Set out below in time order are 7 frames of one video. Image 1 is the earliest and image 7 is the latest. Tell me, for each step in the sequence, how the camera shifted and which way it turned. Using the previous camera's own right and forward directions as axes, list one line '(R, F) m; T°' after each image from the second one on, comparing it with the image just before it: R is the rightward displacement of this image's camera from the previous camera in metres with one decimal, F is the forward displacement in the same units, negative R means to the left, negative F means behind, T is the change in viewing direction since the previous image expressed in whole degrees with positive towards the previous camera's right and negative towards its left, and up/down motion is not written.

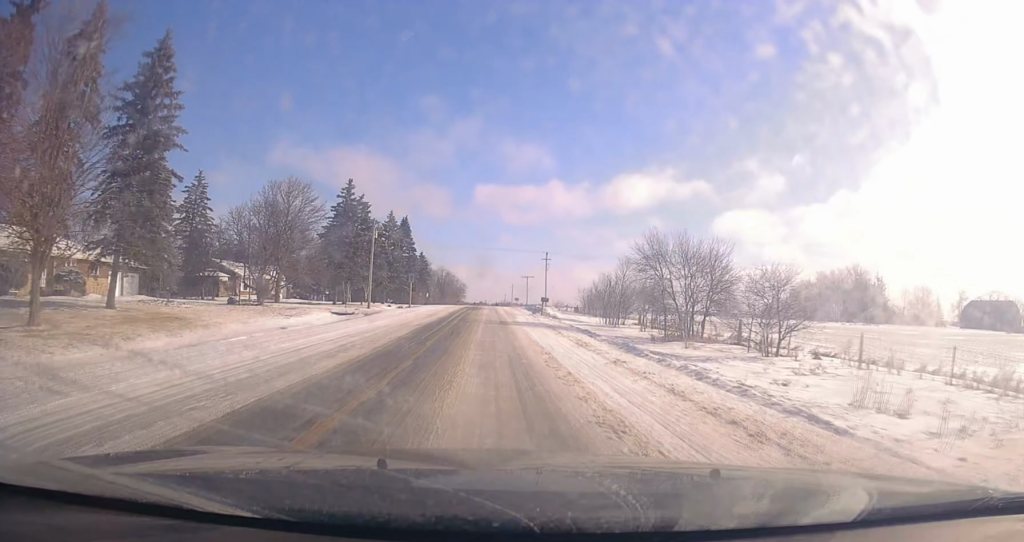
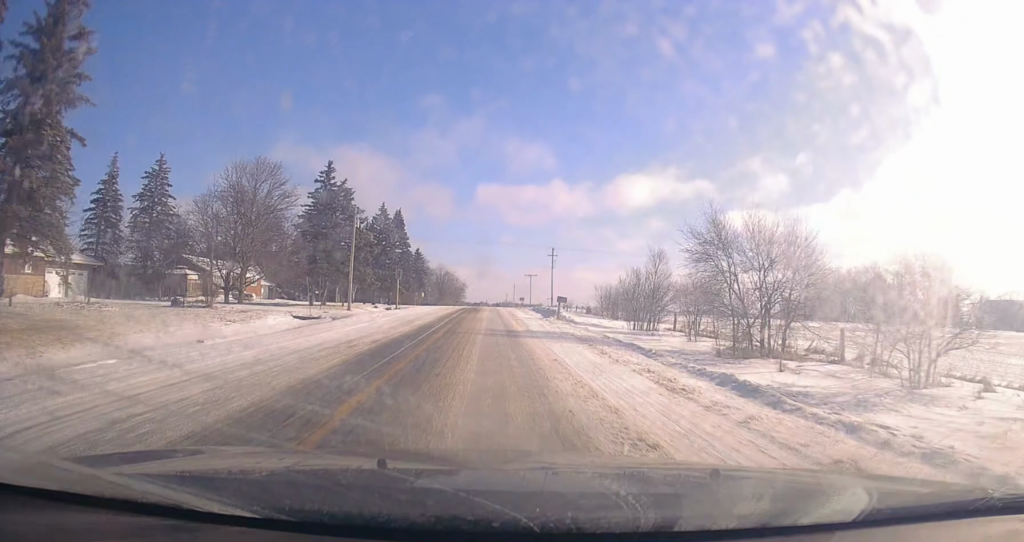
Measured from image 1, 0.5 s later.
(+0.1, +8.7) m; 0°
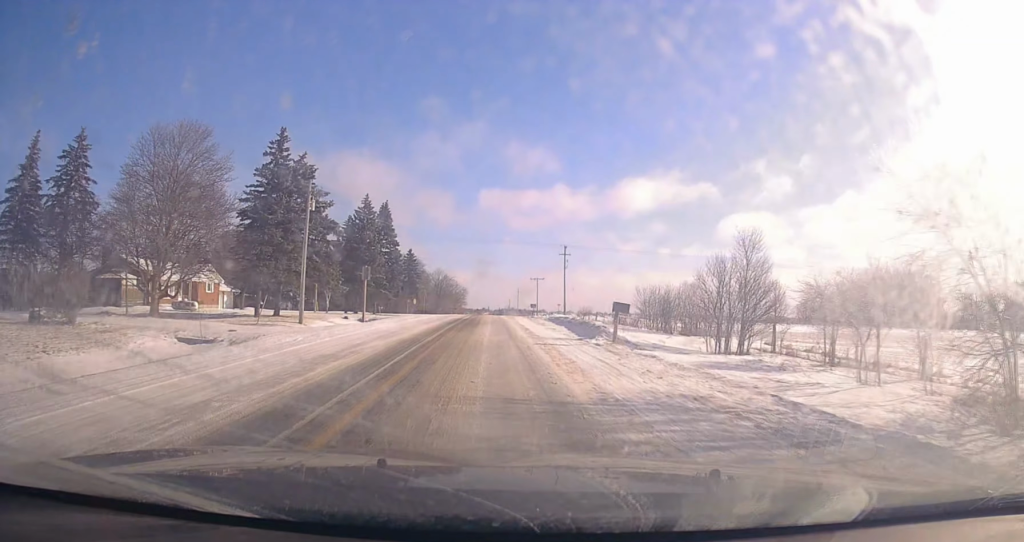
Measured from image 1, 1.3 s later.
(0.0, +14.3) m; 0°
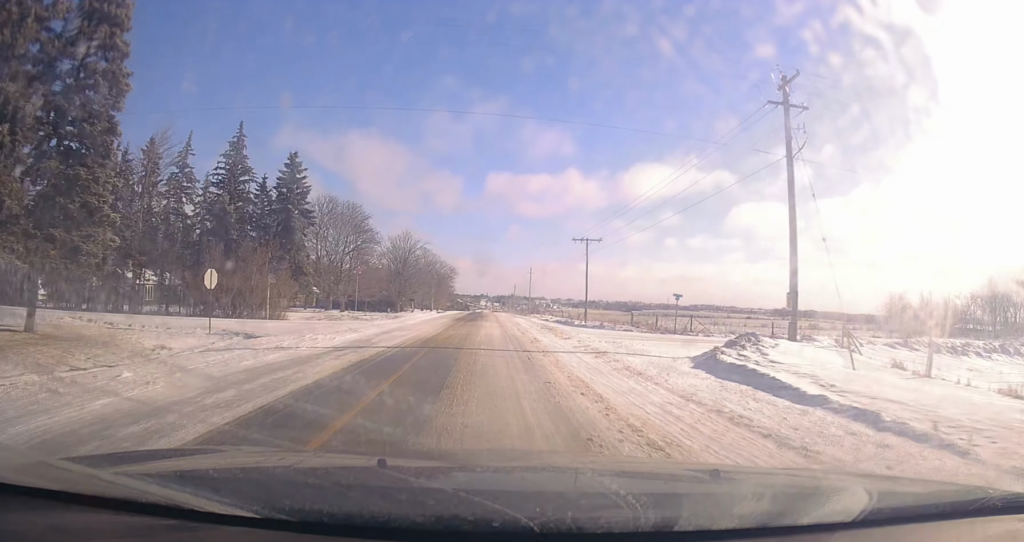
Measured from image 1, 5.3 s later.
(+1.4, +65.8) m; 0°
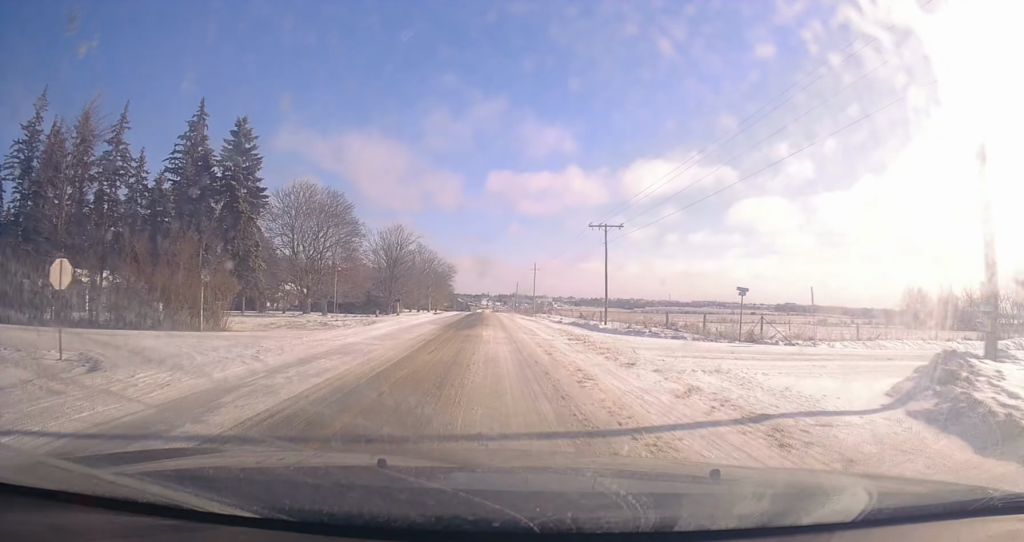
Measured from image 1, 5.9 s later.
(-0.1, +9.7) m; -1°
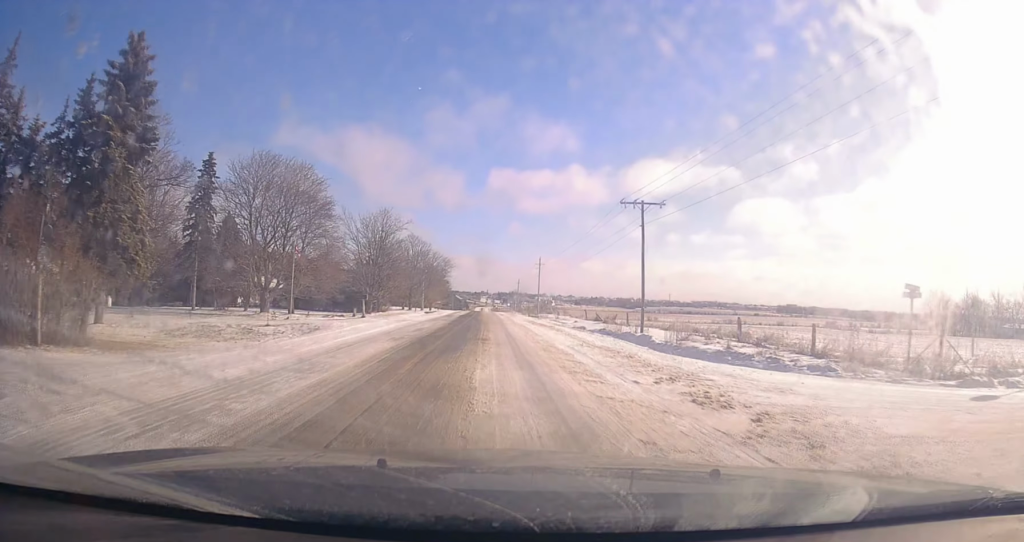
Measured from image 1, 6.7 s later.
(-0.1, +12.9) m; 0°
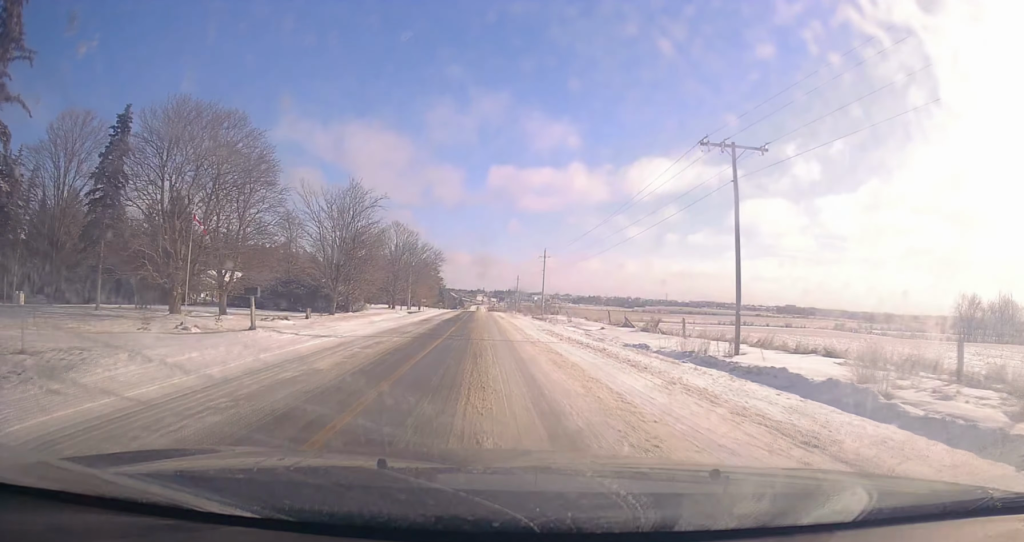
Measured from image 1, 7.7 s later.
(+0.1, +15.3) m; +4°
